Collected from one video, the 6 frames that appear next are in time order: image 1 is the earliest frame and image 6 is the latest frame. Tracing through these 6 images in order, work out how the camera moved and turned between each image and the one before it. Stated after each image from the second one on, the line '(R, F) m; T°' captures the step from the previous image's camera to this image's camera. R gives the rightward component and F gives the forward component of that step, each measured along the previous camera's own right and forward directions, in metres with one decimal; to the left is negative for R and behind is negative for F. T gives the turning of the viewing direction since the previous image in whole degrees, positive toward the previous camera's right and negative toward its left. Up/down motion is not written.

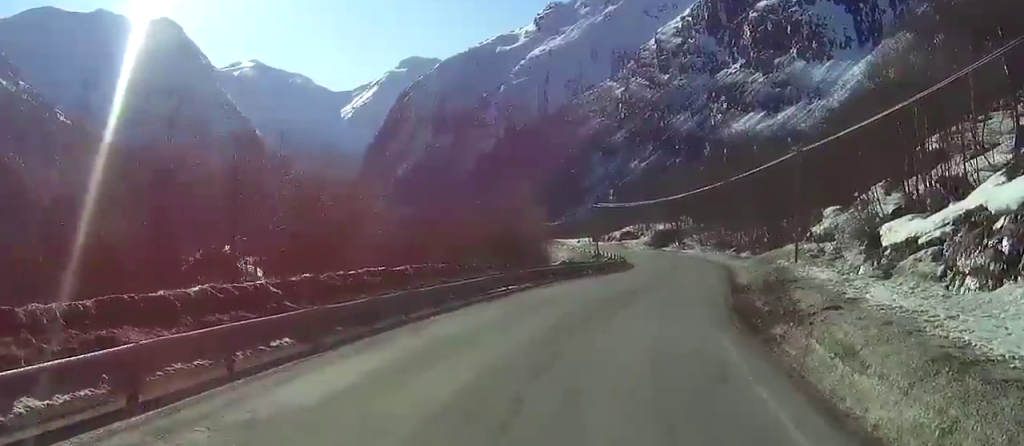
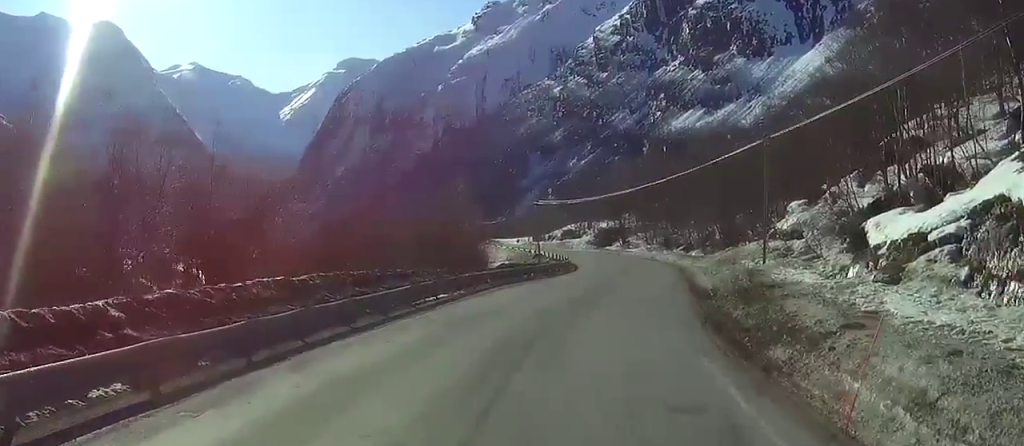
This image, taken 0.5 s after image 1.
(+0.2, +6.5) m; +3°
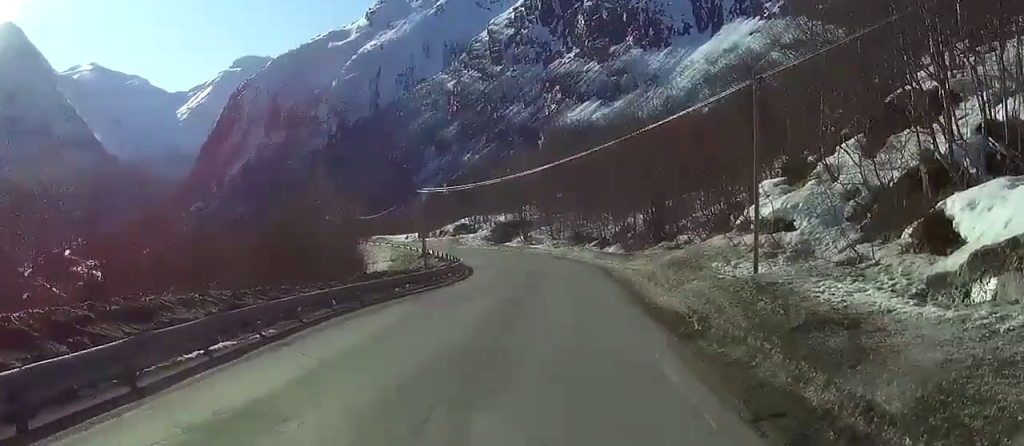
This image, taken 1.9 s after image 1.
(+1.2, +18.5) m; +6°
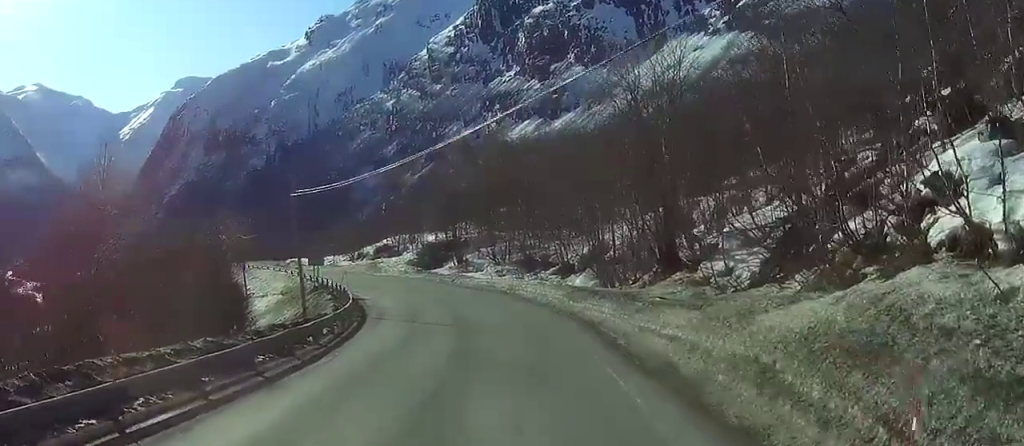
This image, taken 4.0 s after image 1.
(+1.4, +28.5) m; +2°
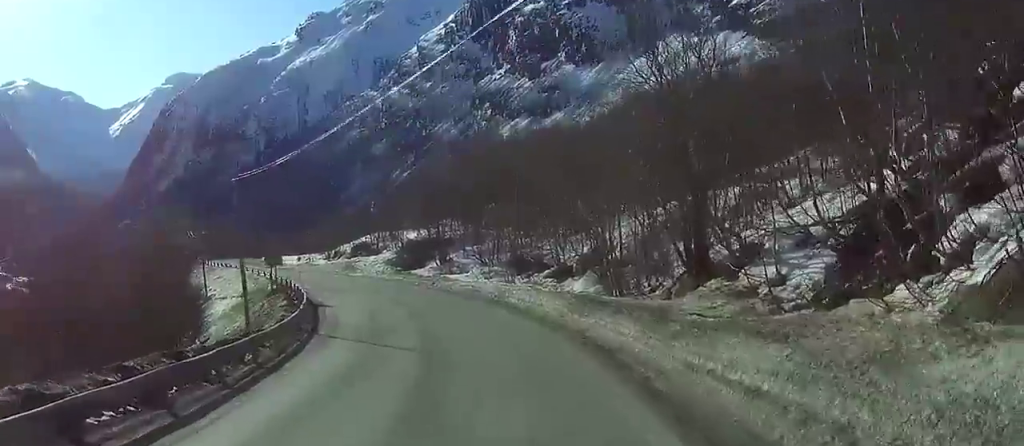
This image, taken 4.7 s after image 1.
(-0.2, +10.0) m; -2°
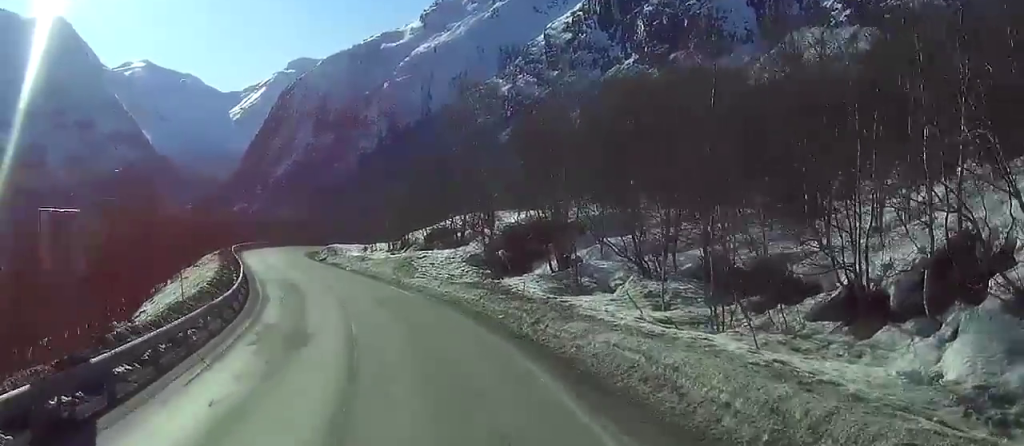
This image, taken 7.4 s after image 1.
(-2.8, +41.8) m; -8°
